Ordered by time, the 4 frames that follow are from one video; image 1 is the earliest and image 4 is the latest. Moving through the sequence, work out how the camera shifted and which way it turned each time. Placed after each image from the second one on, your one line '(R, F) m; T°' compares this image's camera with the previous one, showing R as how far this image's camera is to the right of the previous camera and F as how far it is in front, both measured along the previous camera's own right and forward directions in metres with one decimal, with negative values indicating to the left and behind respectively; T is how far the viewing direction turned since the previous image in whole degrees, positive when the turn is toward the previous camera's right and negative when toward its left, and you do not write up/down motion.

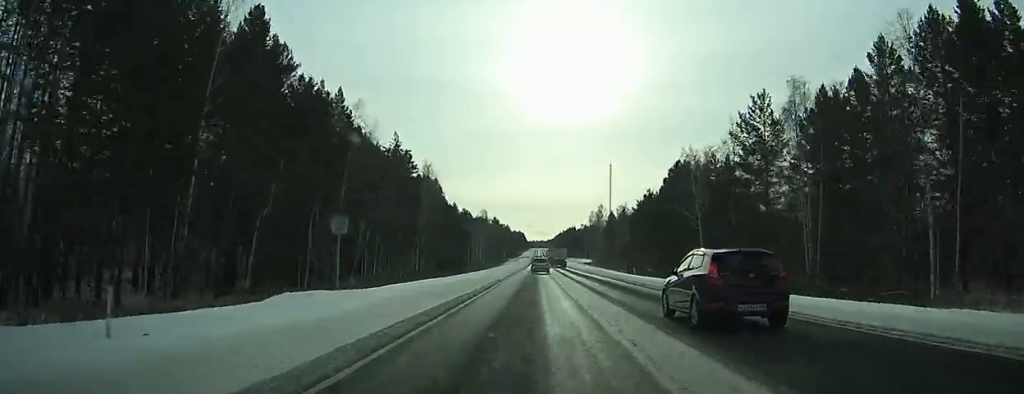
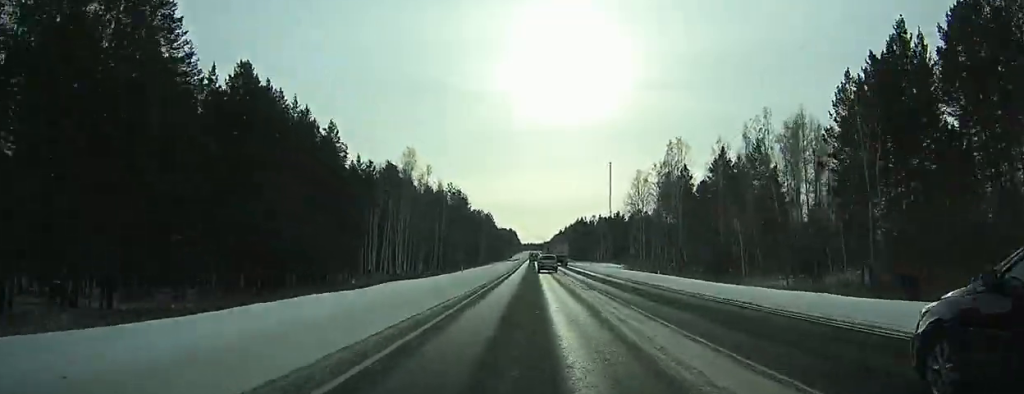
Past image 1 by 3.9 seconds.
(+0.4, +114.2) m; 0°
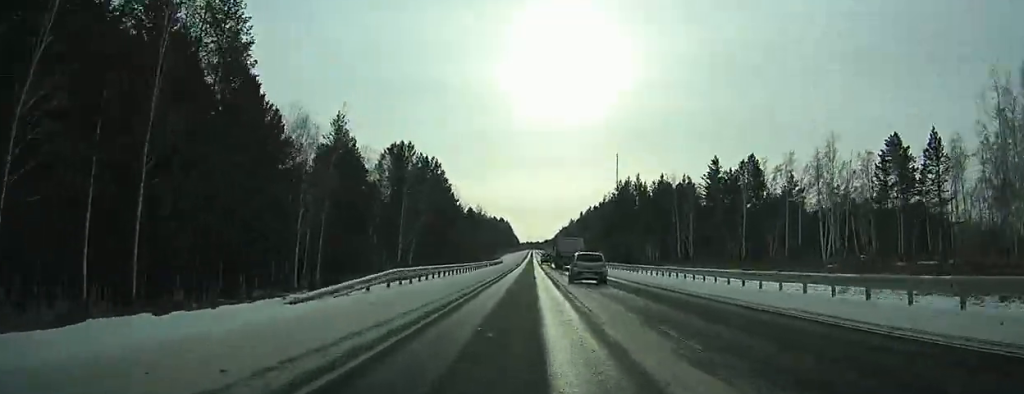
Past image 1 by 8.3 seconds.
(+4.0, +129.5) m; -1°
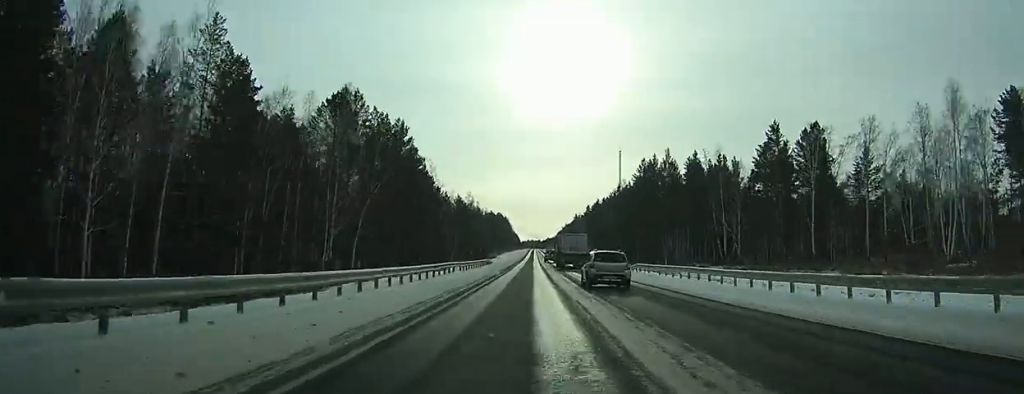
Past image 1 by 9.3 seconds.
(-3.0, +29.3) m; 0°
